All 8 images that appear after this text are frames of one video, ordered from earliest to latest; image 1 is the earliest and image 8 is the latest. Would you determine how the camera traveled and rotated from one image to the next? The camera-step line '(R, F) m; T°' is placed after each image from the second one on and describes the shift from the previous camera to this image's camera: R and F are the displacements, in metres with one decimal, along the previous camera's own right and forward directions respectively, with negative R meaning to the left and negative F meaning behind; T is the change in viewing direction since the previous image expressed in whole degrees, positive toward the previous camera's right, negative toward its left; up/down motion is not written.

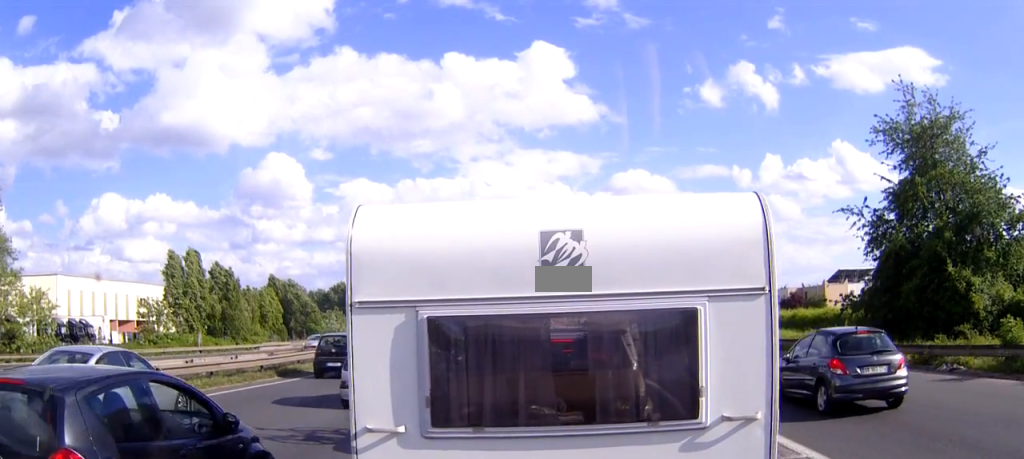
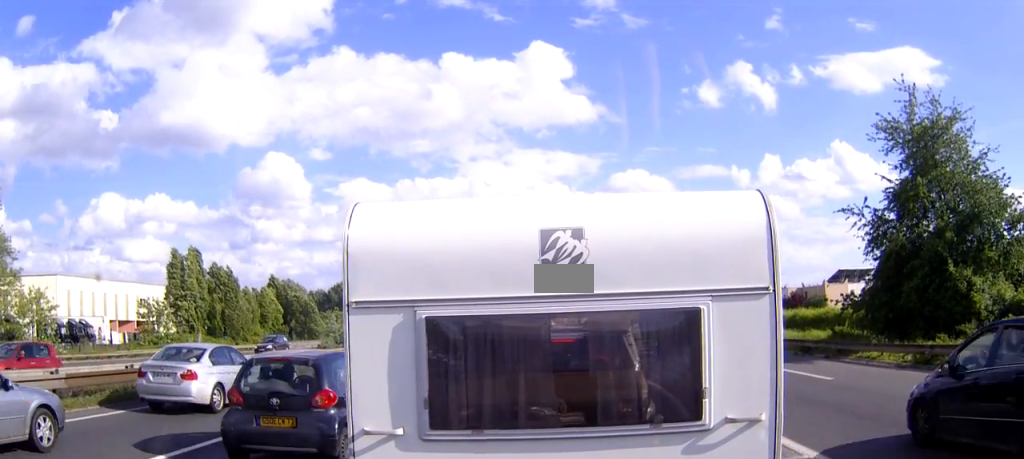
(0.0, +0.2) m; 0°
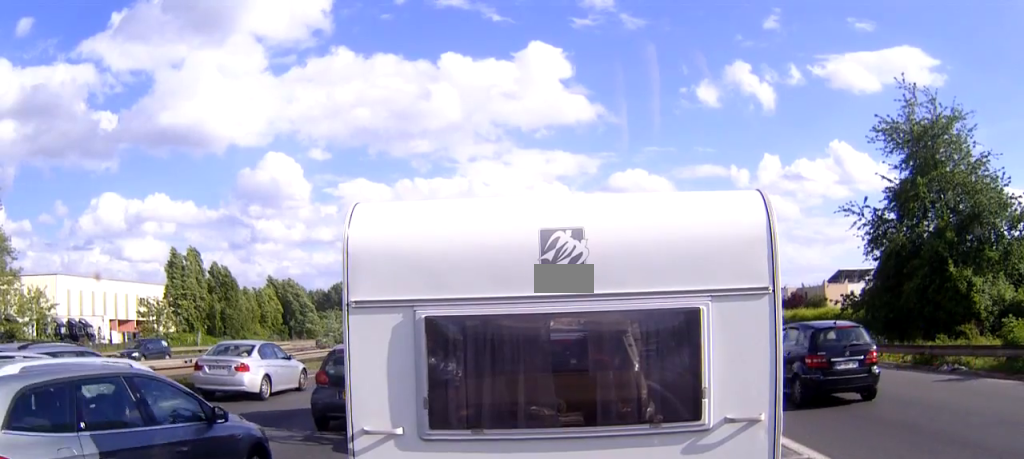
(0.0, +0.2) m; 0°
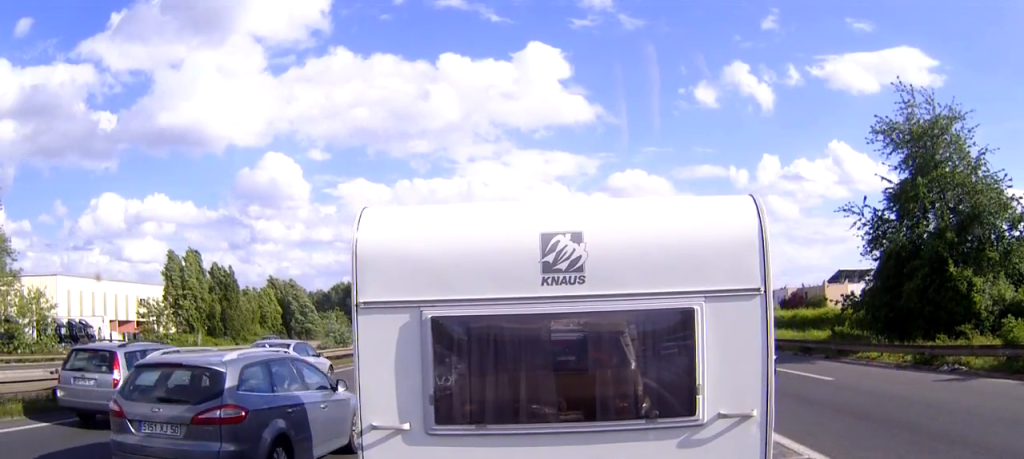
(0.0, +0.3) m; 0°
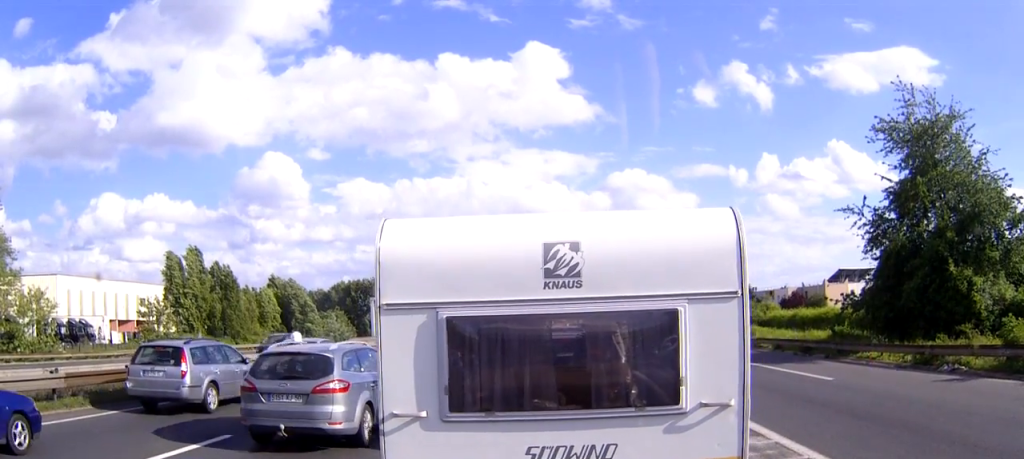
(0.0, +0.3) m; 0°
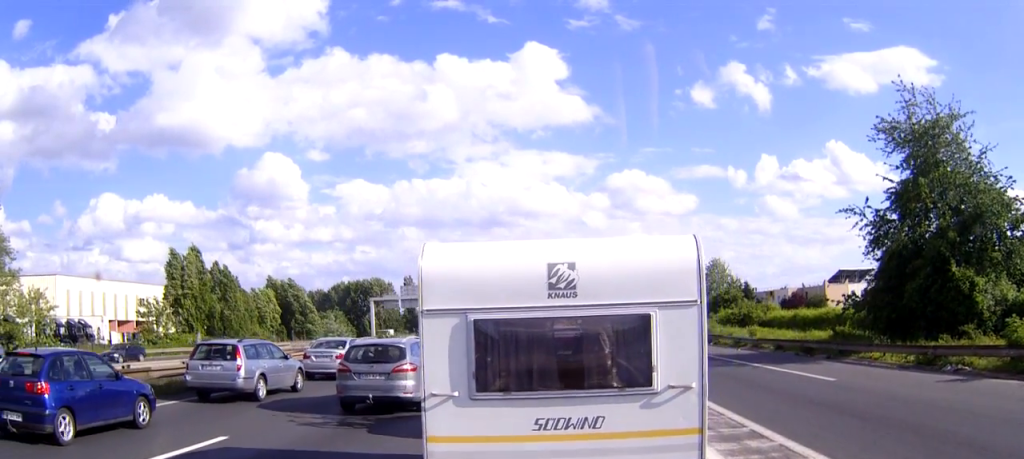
(0.0, +0.6) m; 0°
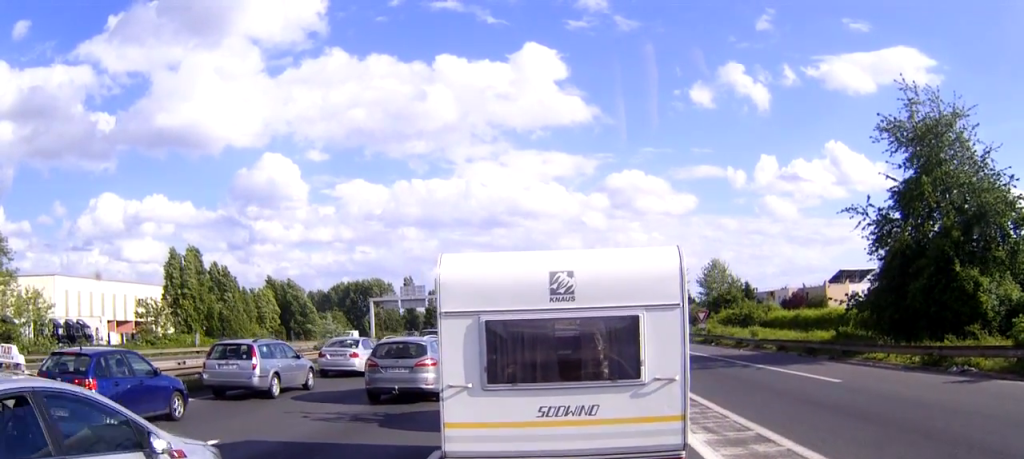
(0.0, +0.3) m; 0°
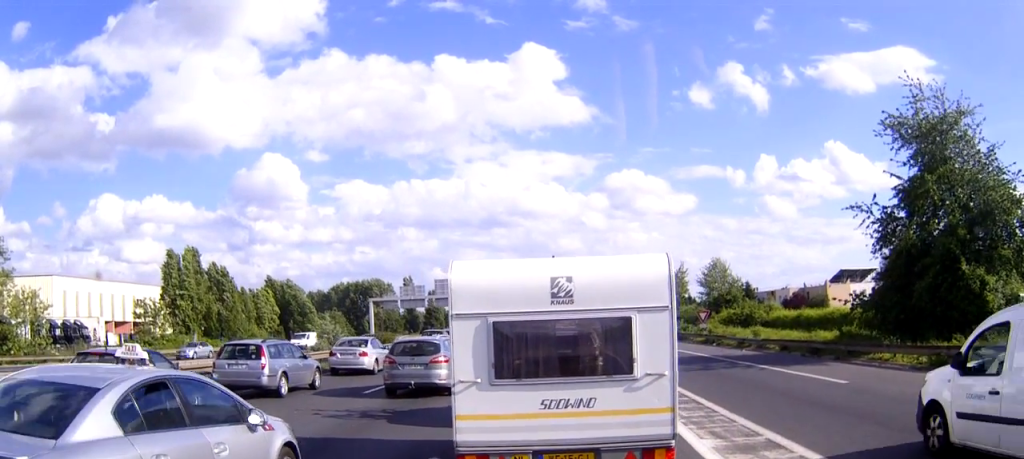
(0.0, +0.3) m; 0°
